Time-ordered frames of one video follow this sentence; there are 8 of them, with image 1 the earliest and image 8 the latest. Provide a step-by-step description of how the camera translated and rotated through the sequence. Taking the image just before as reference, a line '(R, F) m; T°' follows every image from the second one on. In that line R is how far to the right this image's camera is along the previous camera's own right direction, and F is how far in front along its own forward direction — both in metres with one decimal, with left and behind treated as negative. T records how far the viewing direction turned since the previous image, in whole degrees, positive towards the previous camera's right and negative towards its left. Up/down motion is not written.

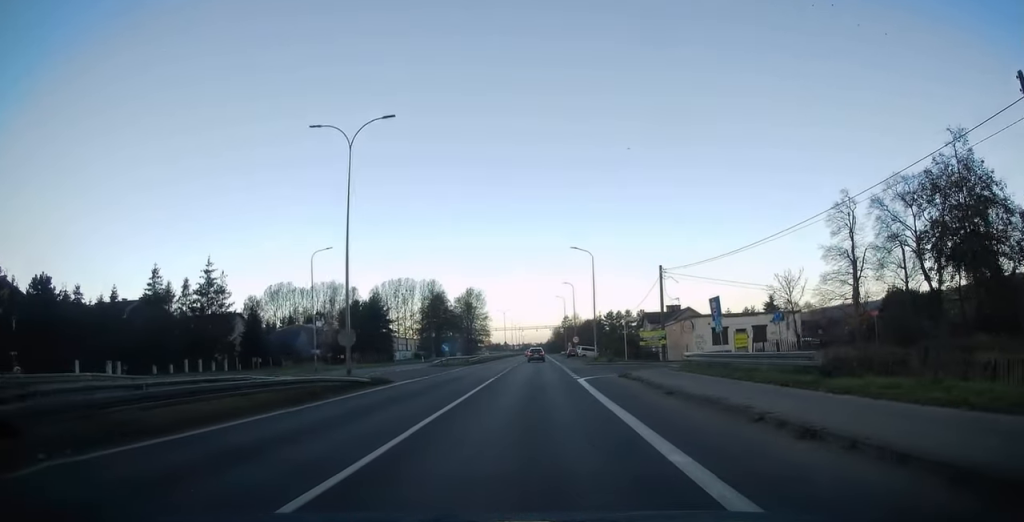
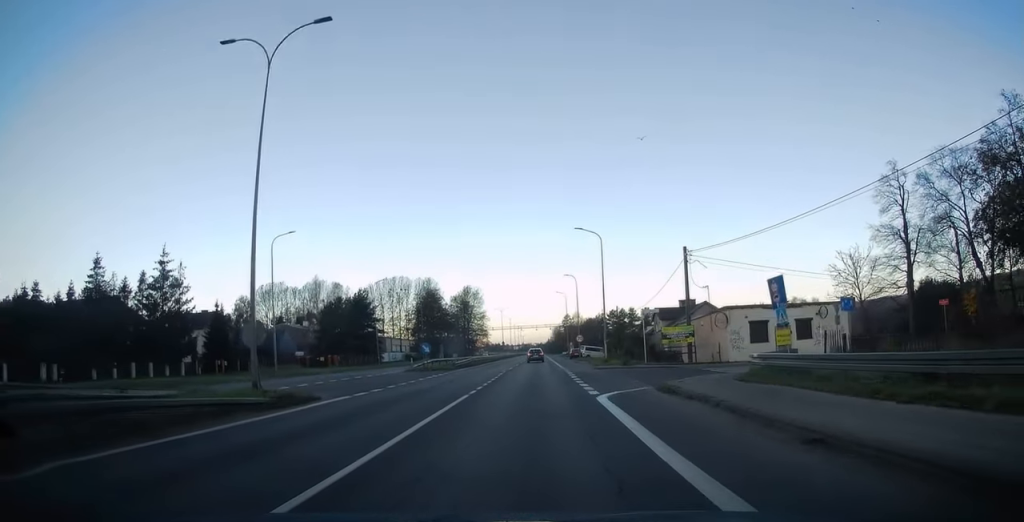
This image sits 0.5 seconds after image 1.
(-0.3, +8.7) m; 0°
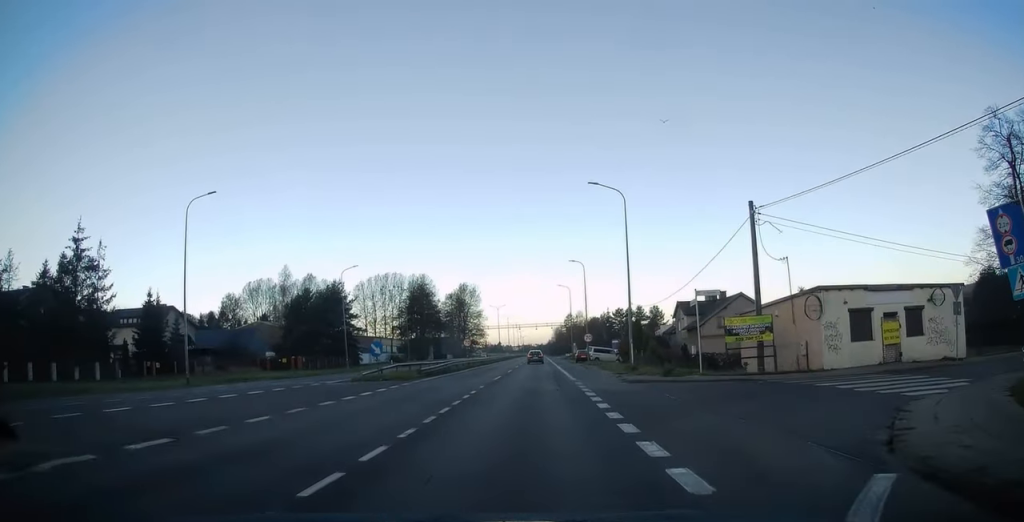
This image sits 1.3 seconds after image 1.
(-0.1, +13.0) m; 0°
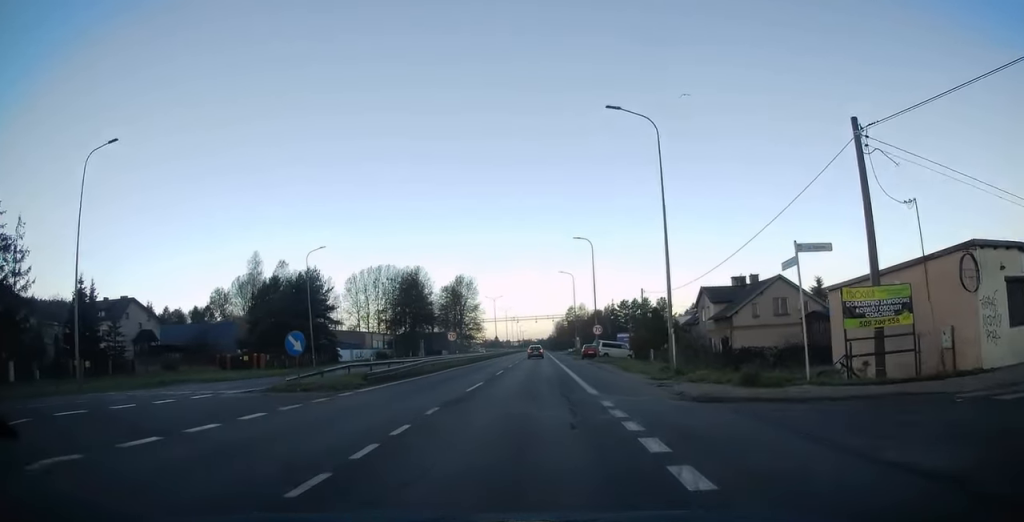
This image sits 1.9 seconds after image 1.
(+0.2, +9.9) m; +1°
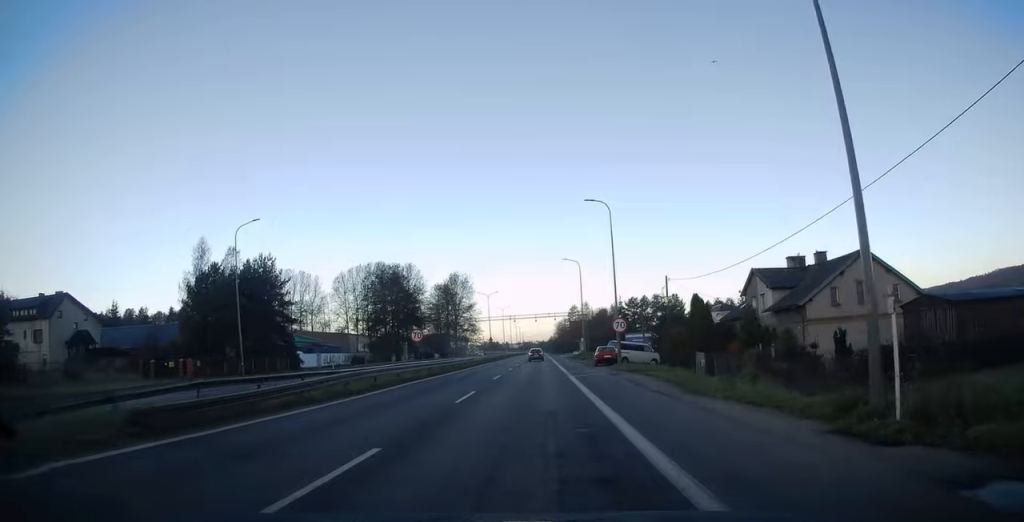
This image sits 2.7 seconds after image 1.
(0.0, +13.9) m; -1°
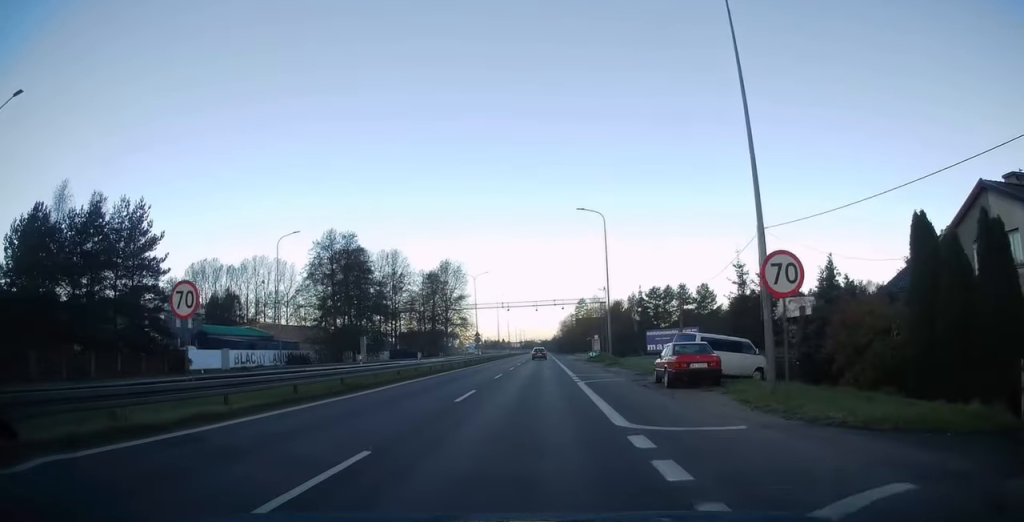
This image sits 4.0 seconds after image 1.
(-0.5, +24.3) m; 0°
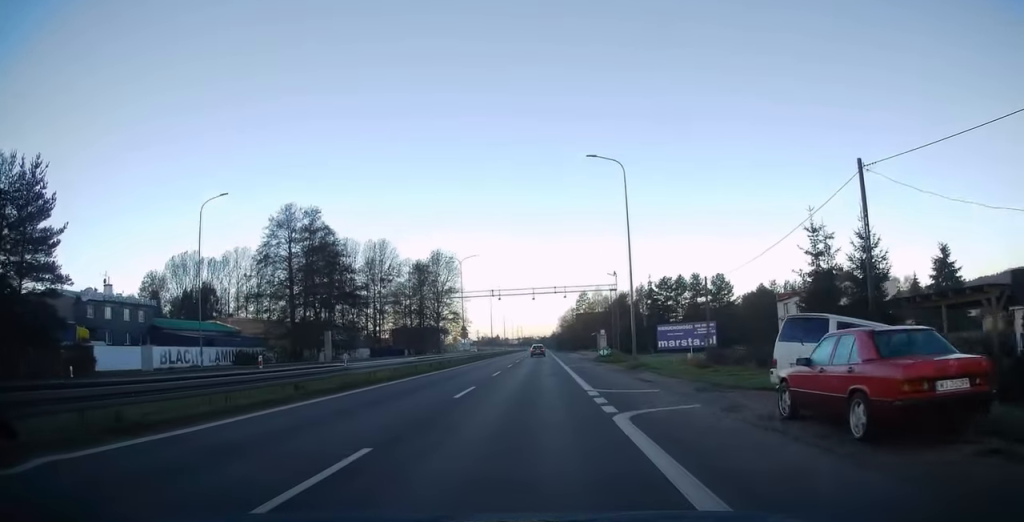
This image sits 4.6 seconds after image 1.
(+0.3, +11.8) m; 0°
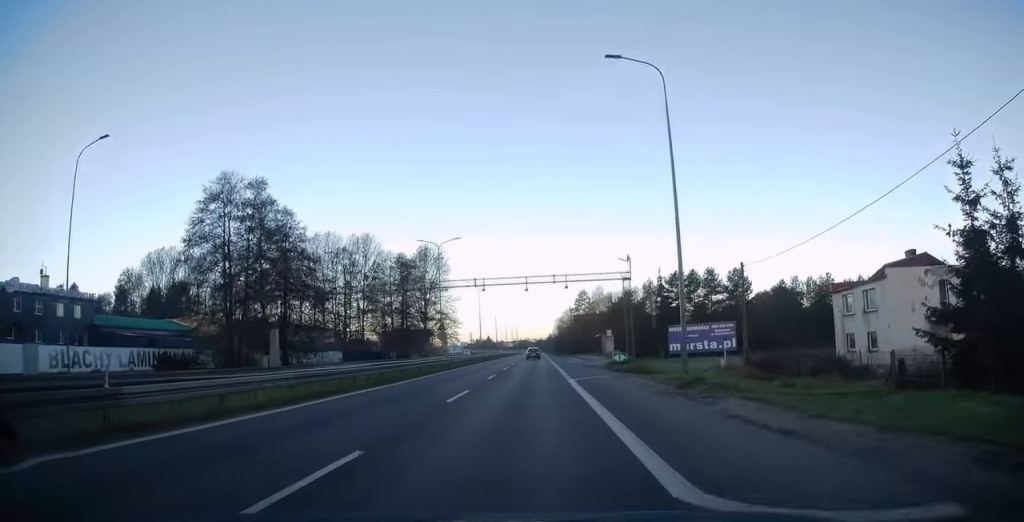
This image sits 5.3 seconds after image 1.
(0.0, +12.0) m; 0°
